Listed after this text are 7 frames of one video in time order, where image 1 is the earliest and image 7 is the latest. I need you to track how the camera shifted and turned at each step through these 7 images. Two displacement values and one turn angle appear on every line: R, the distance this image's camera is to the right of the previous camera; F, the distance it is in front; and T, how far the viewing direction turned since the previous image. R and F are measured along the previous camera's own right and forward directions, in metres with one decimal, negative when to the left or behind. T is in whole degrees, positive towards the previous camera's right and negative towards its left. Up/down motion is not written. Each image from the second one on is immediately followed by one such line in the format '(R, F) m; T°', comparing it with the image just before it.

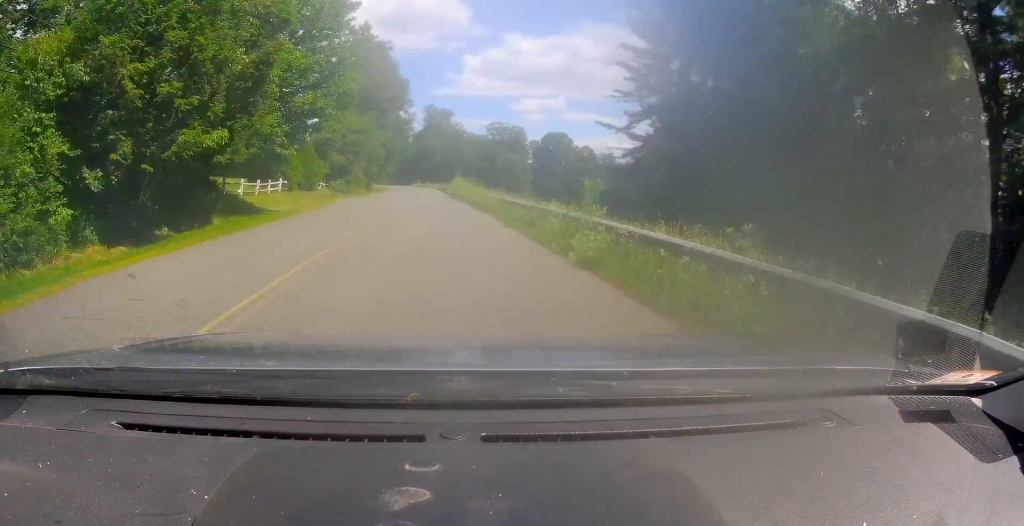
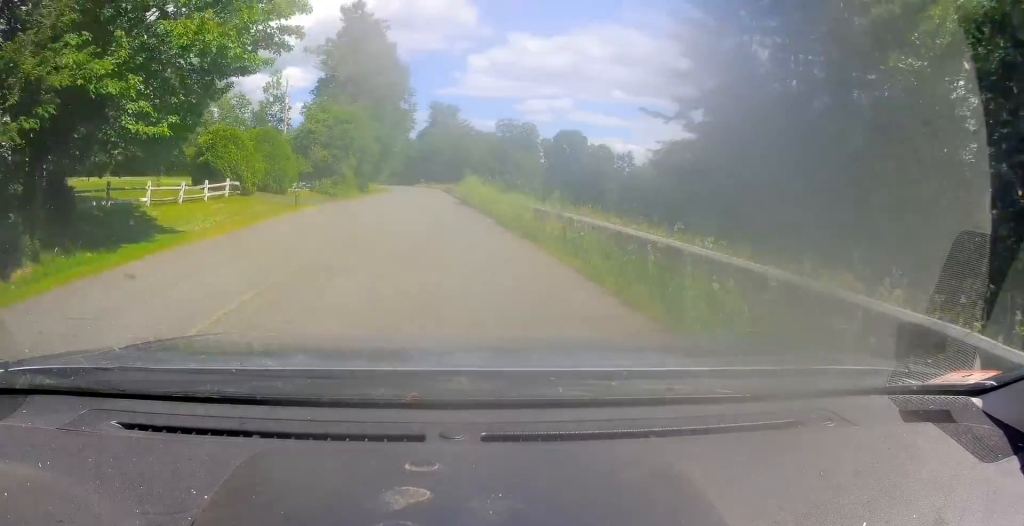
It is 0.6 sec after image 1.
(0.0, +12.5) m; -1°
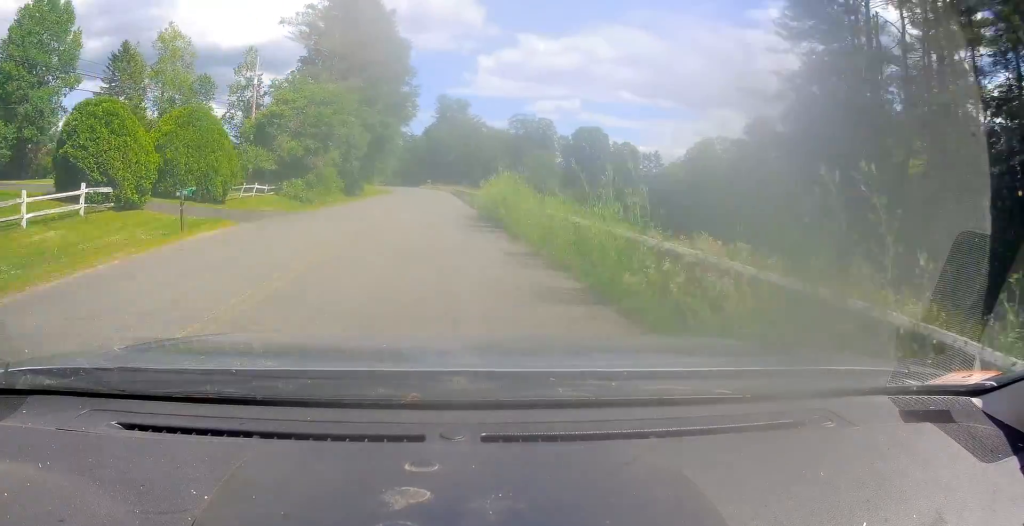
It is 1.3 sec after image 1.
(0.0, +14.6) m; -1°
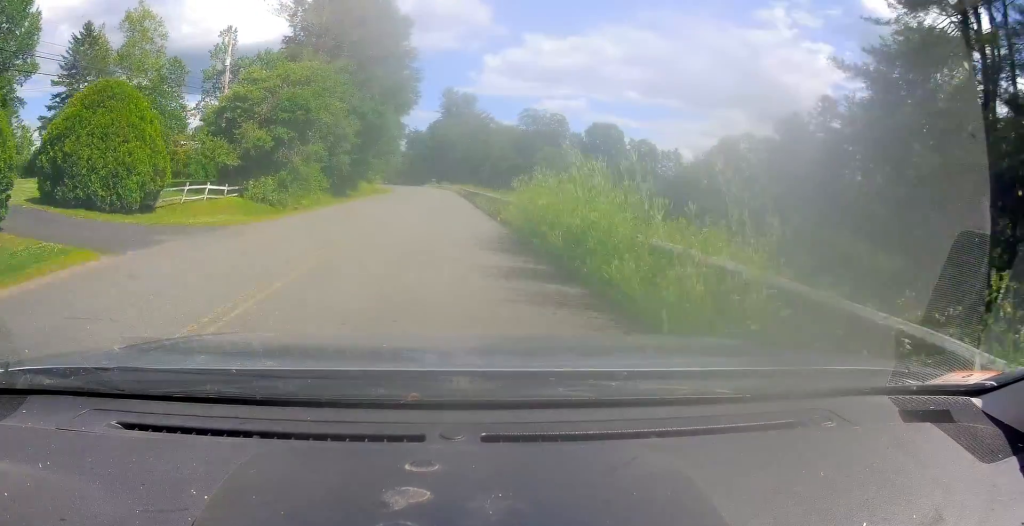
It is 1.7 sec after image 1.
(-0.1, +8.9) m; -1°
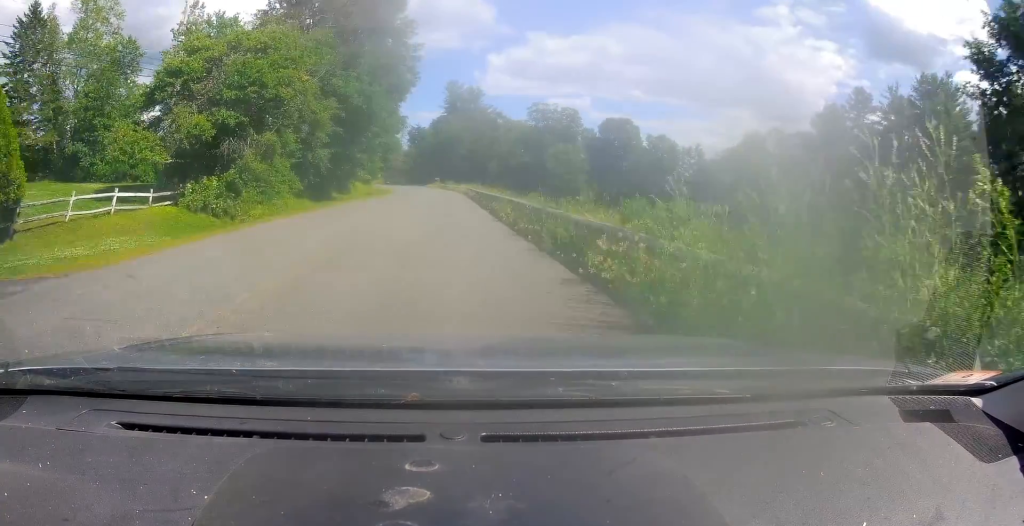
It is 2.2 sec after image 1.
(+0.1, +8.9) m; -1°
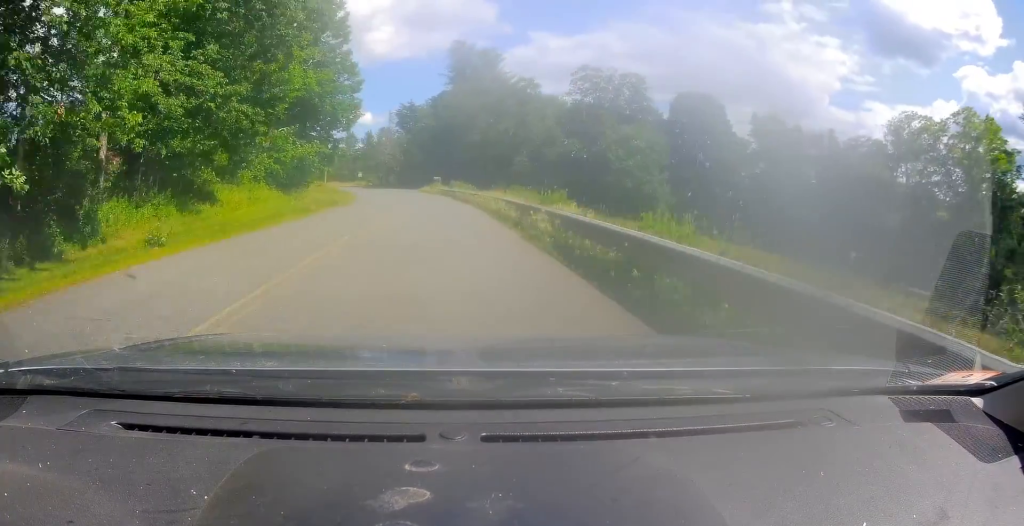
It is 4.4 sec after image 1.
(-0.9, +45.0) m; -1°
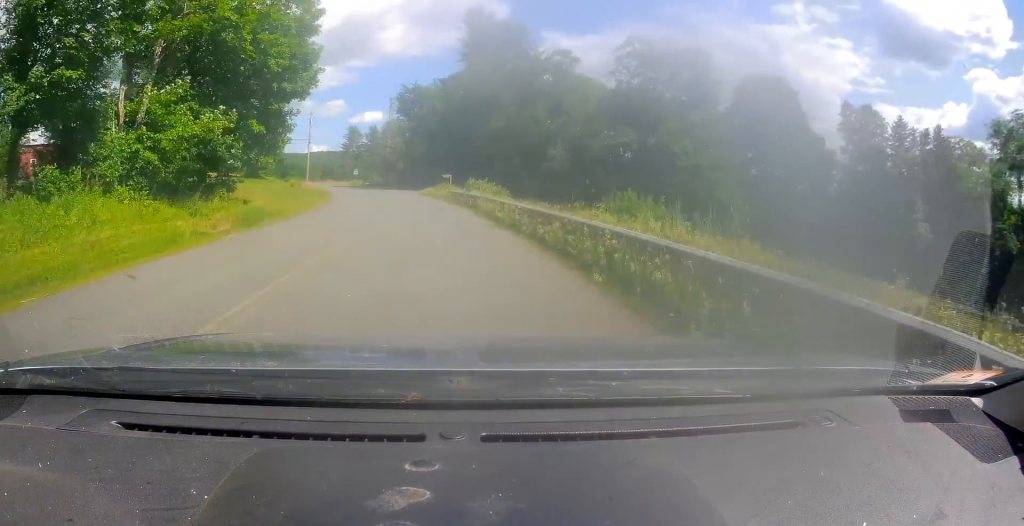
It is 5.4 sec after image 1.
(-0.1, +19.8) m; -1°
